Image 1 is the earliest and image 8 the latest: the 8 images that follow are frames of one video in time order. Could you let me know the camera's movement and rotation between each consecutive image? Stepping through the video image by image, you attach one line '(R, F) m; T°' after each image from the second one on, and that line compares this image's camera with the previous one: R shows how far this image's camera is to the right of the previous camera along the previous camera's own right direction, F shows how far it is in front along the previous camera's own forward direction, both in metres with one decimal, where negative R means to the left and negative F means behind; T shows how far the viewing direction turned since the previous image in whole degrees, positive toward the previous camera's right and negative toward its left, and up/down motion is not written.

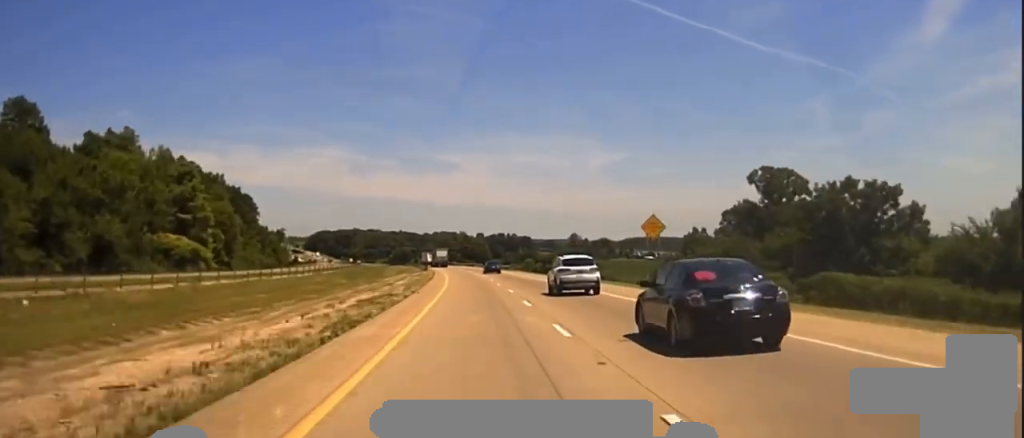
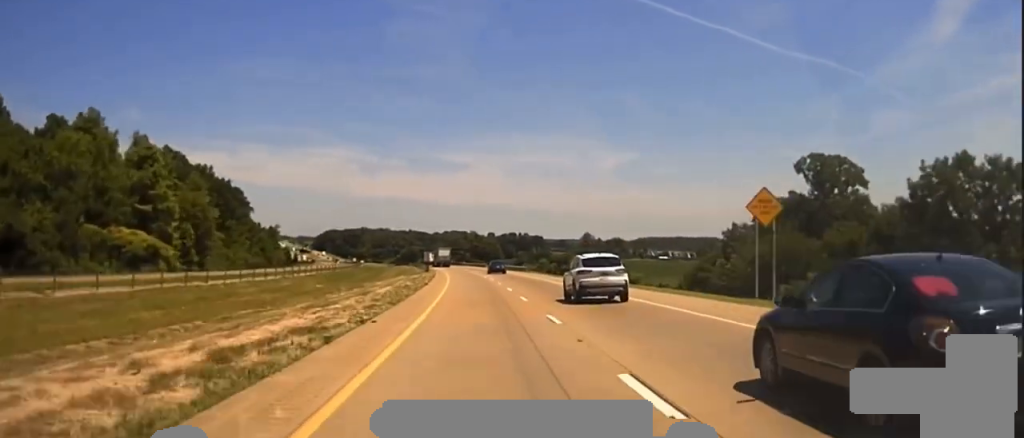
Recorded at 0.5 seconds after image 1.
(0.0, +20.5) m; -1°
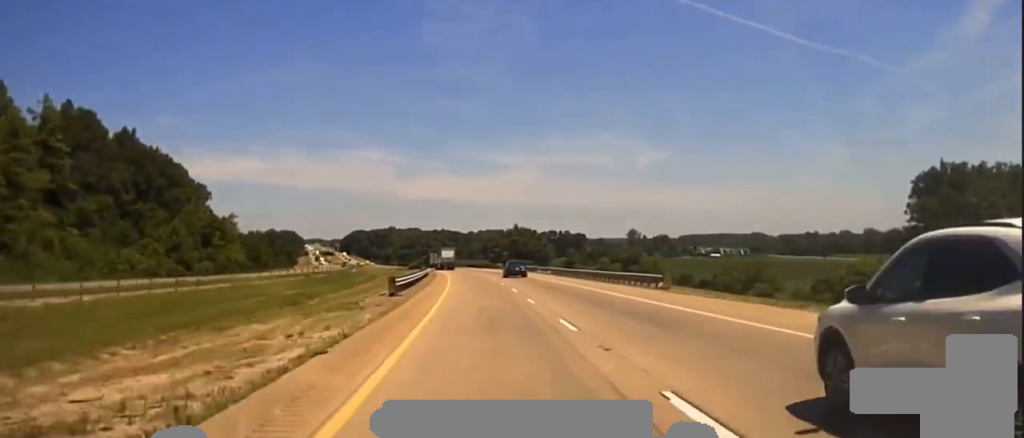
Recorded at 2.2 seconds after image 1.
(-1.5, +79.1) m; -2°
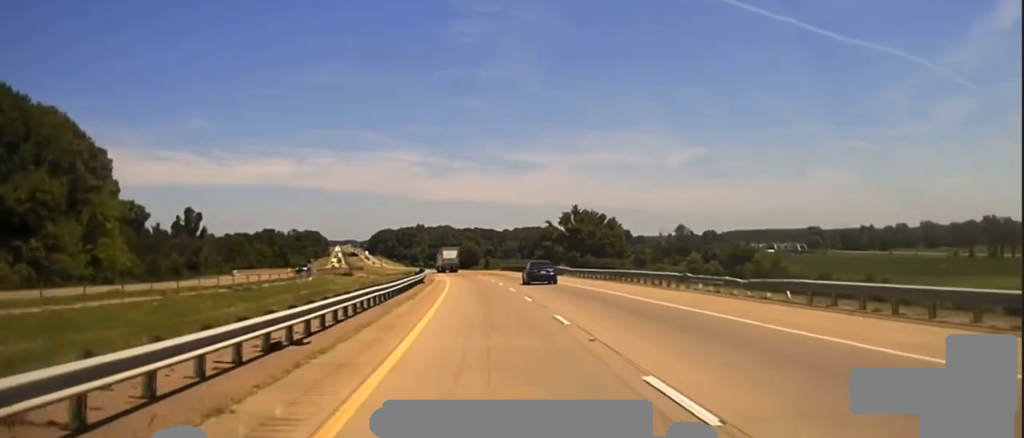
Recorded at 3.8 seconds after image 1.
(-1.8, +83.3) m; -2°
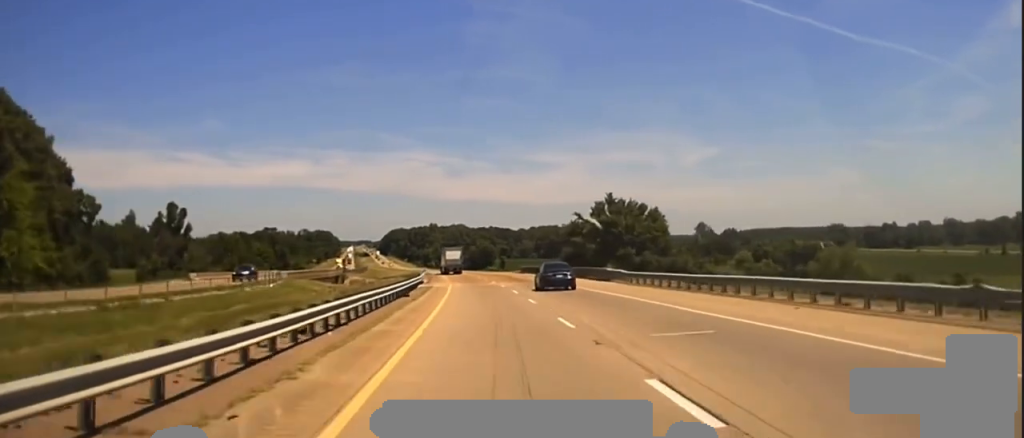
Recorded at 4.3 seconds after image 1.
(-0.2, +27.2) m; -1°
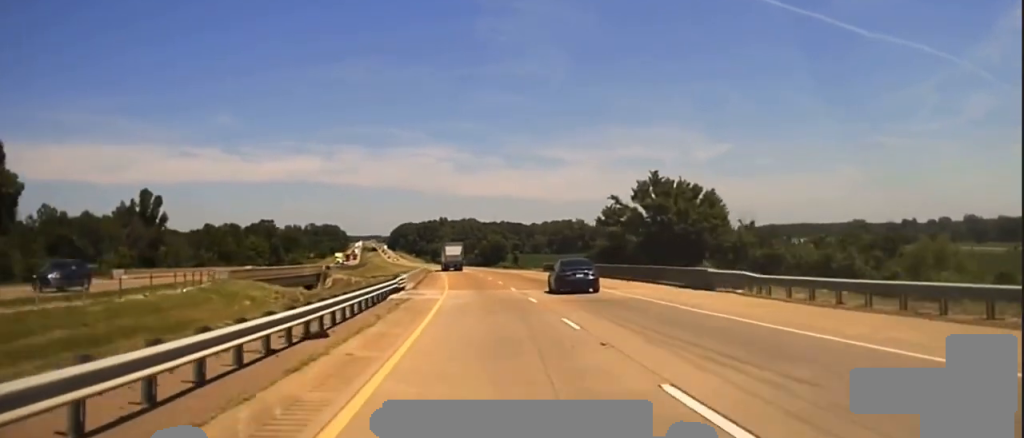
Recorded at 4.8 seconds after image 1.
(-0.3, +25.7) m; 0°
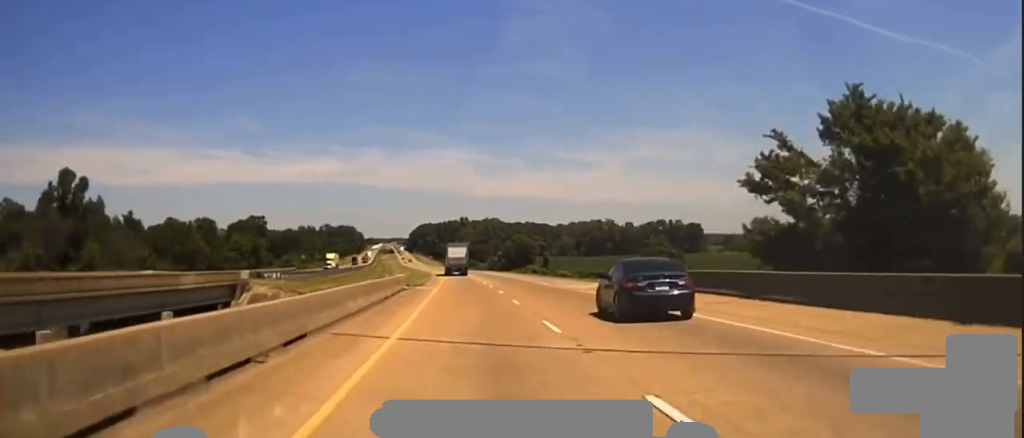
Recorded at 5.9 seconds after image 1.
(0.0, +47.7) m; +1°
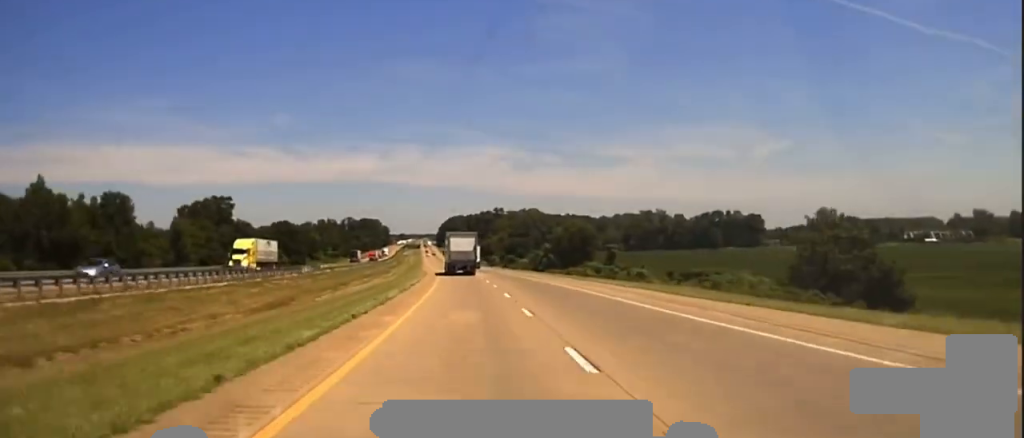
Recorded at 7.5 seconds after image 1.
(+0.7, +73.1) m; -1°
